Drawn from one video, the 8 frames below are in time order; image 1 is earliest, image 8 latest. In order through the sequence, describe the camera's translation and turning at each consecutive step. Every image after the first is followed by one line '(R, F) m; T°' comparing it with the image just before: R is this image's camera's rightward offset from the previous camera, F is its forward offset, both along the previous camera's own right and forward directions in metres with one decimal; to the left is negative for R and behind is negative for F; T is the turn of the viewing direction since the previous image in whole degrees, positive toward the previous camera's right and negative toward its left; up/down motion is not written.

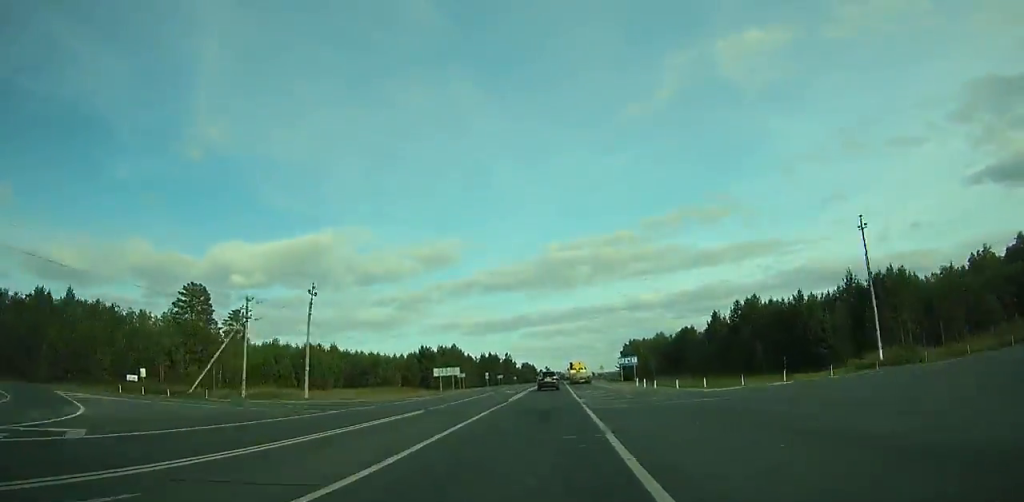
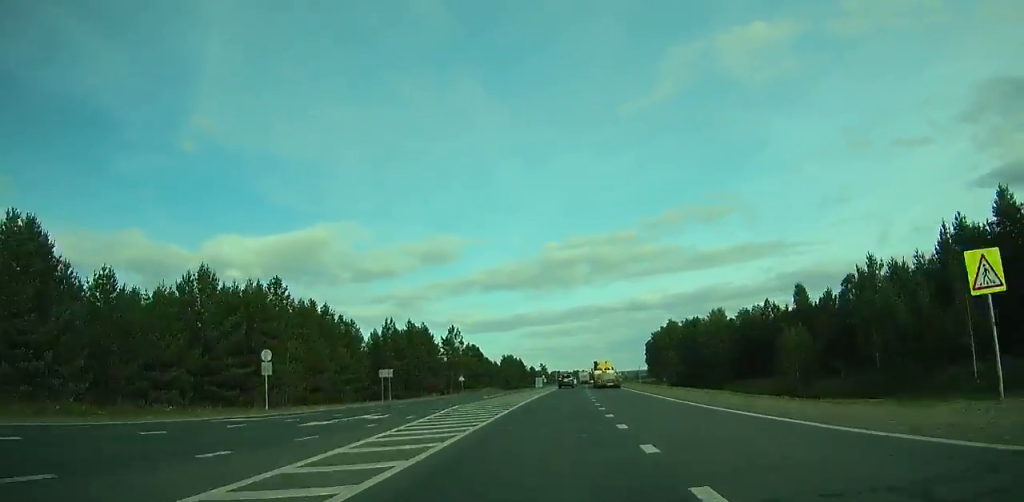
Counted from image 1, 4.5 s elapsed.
(+0.6, +104.6) m; +1°
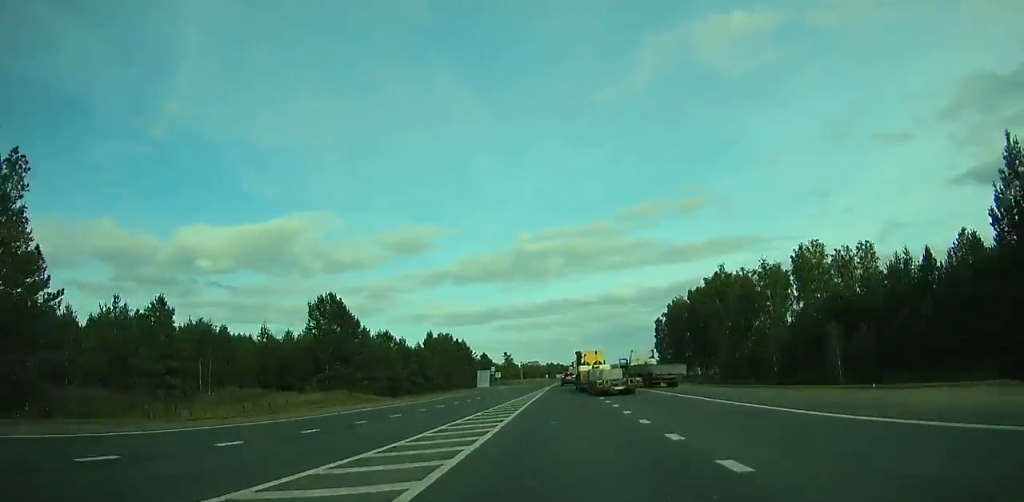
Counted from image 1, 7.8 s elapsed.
(+0.9, +81.0) m; +2°
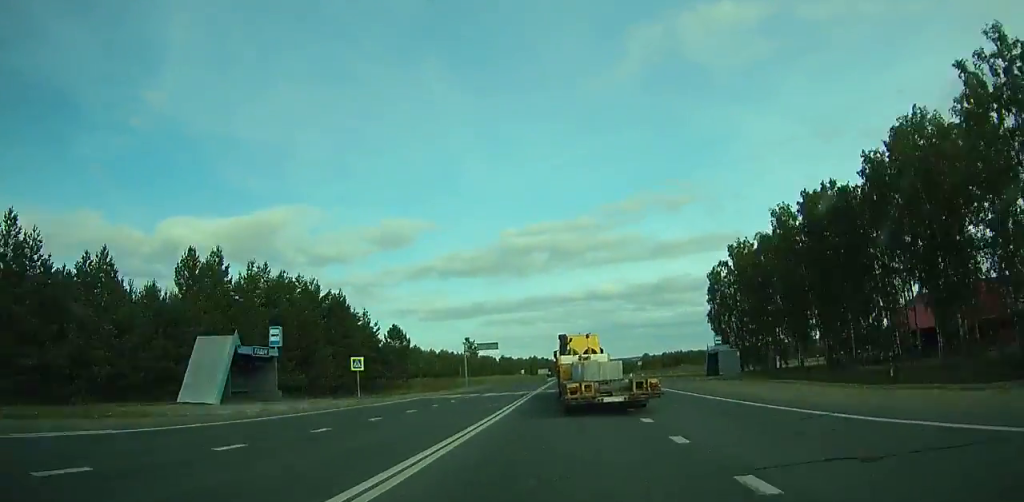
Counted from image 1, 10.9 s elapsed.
(+1.2, +73.8) m; +2°
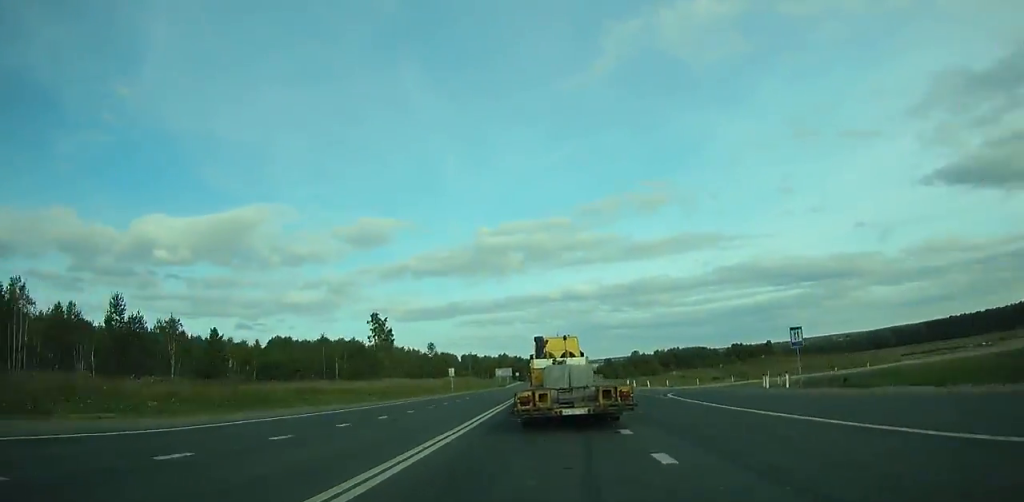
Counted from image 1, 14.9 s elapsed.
(+1.9, +87.6) m; +2°
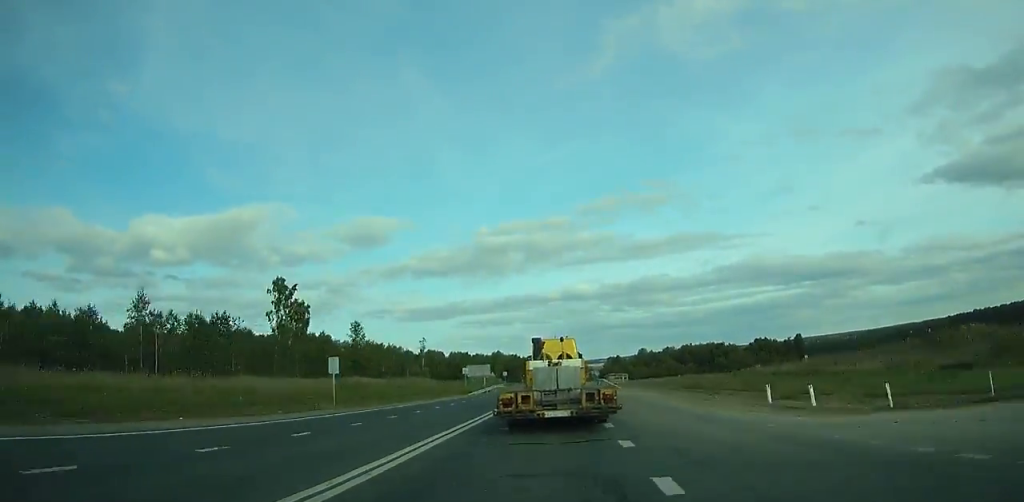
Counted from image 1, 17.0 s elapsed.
(+0.4, +43.4) m; +1°
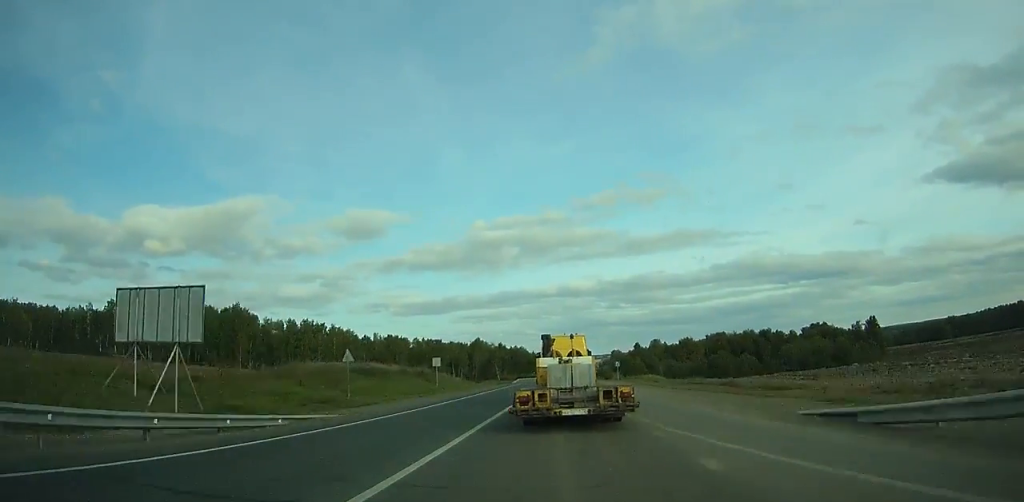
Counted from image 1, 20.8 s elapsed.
(+0.1, +75.5) m; 0°
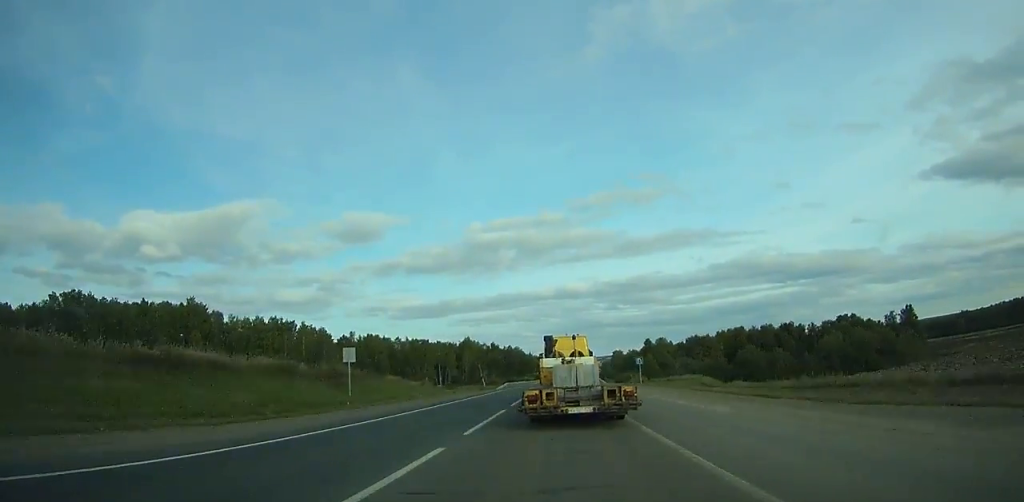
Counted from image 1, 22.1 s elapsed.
(-0.1, +25.5) m; 0°
